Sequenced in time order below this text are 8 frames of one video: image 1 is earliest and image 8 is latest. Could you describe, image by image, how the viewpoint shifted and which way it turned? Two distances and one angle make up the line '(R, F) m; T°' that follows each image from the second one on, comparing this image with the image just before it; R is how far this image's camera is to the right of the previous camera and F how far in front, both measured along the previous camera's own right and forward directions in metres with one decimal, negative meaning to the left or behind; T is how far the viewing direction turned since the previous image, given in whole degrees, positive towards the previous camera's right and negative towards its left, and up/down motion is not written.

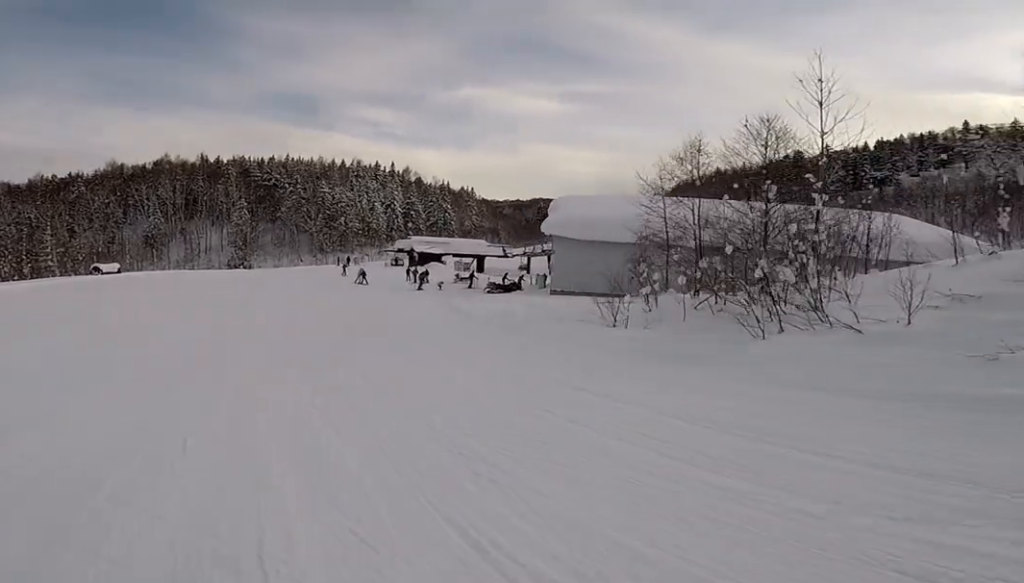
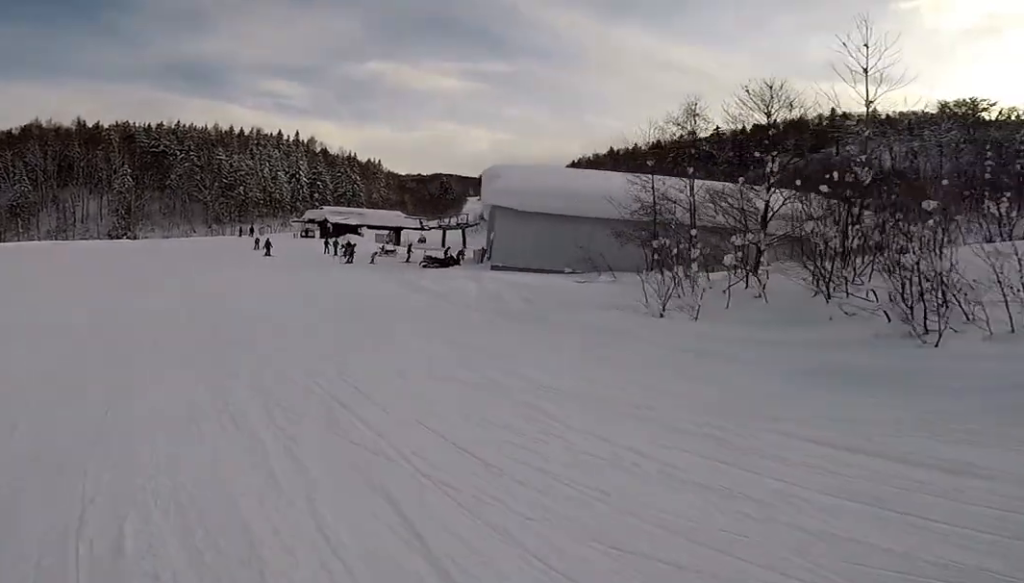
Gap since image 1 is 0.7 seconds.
(+0.4, +4.9) m; +3°
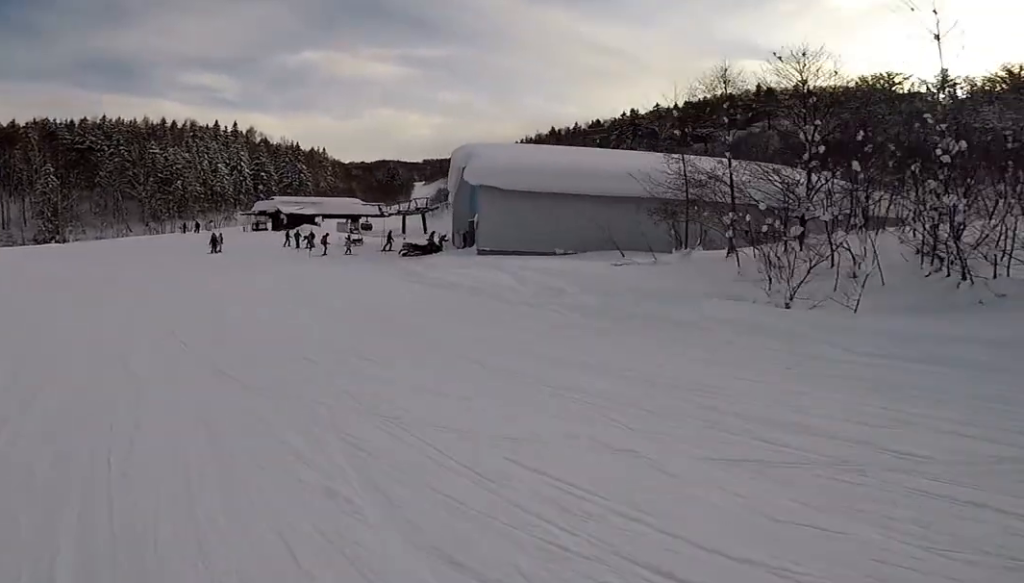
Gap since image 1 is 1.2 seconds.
(-0.2, +3.7) m; +3°
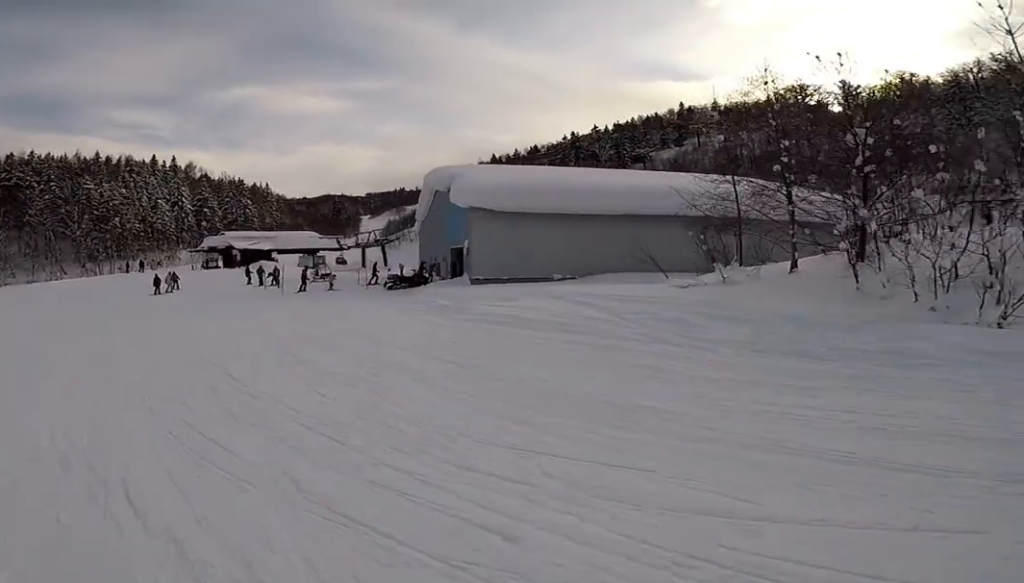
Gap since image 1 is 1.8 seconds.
(+0.1, +4.0) m; +2°
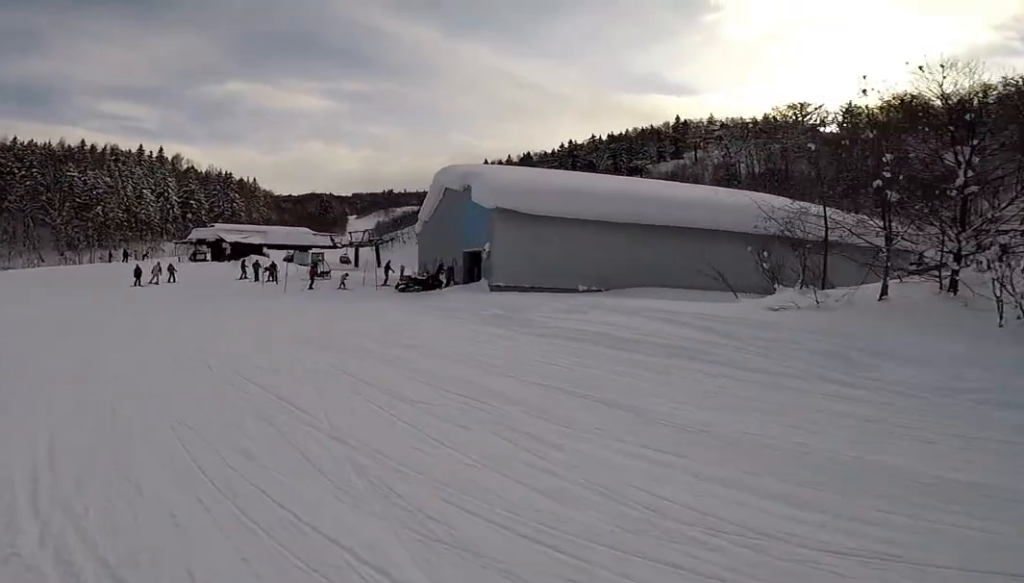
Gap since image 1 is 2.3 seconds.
(+0.4, +2.7) m; 0°
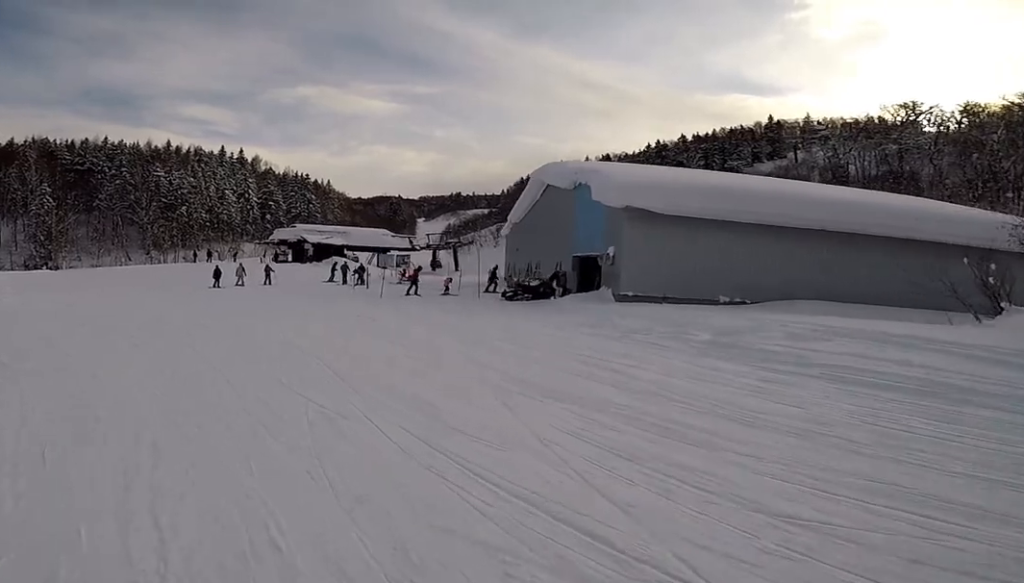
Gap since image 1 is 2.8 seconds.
(0.0, +3.1) m; 0°
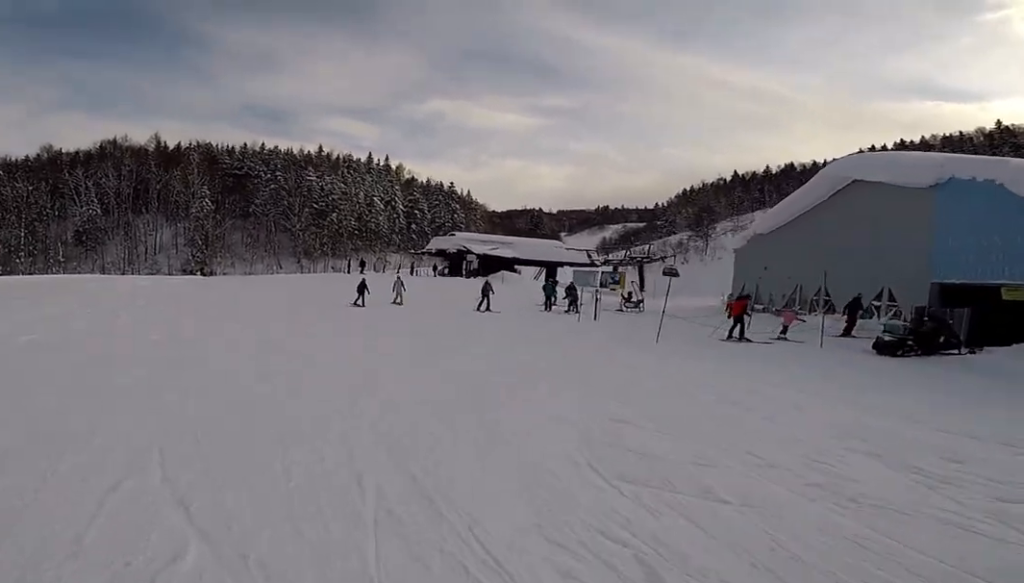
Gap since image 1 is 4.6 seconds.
(-0.1, +8.6) m; +7°
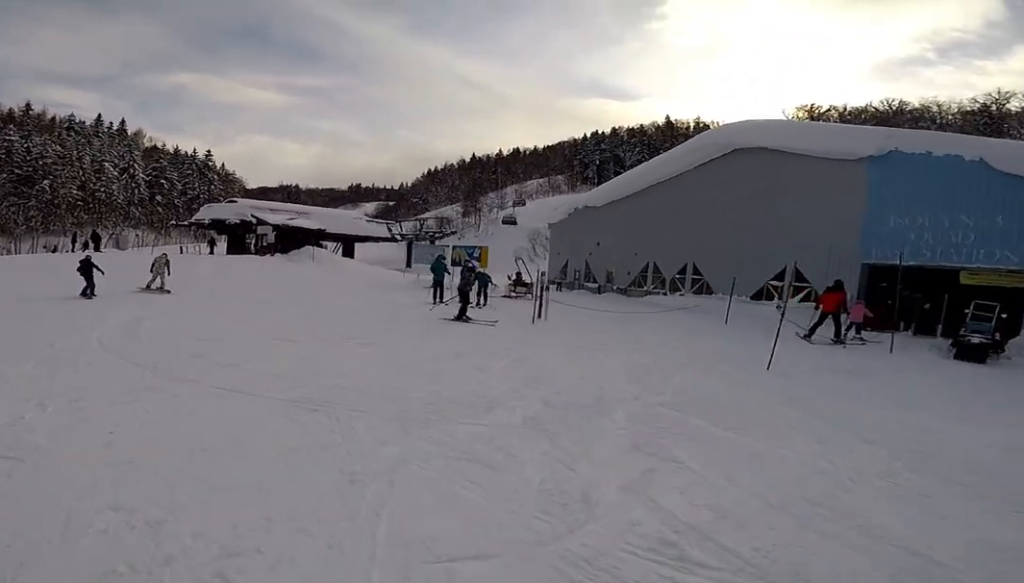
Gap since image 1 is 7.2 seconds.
(+0.3, +10.1) m; +12°
